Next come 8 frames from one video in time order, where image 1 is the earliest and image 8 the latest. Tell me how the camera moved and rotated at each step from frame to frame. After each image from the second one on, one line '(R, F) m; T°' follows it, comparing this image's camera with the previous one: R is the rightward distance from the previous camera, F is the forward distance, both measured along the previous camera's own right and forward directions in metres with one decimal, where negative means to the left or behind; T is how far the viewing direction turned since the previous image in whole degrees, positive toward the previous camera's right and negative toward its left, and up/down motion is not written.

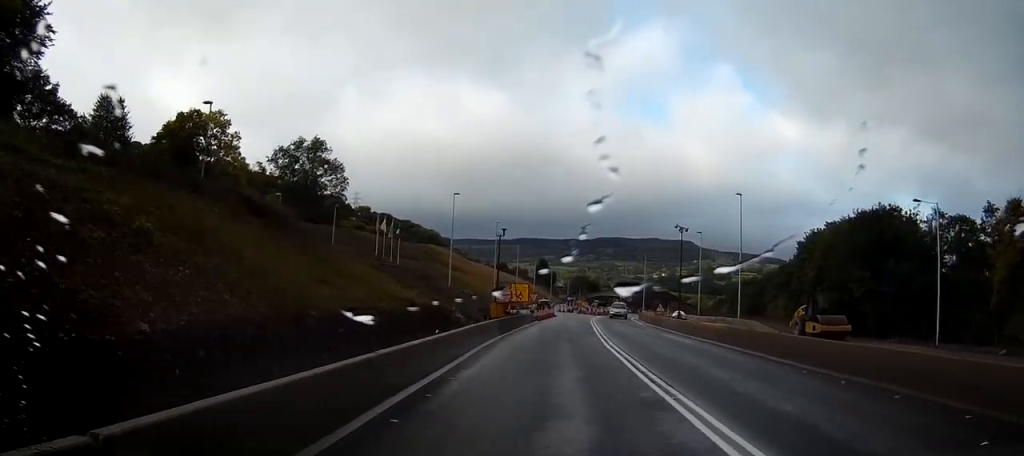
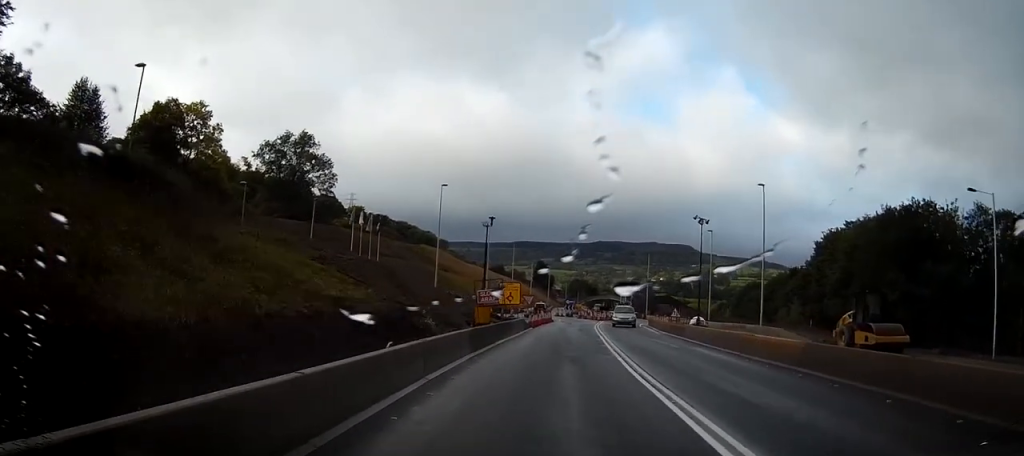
(0.0, +9.0) m; 0°
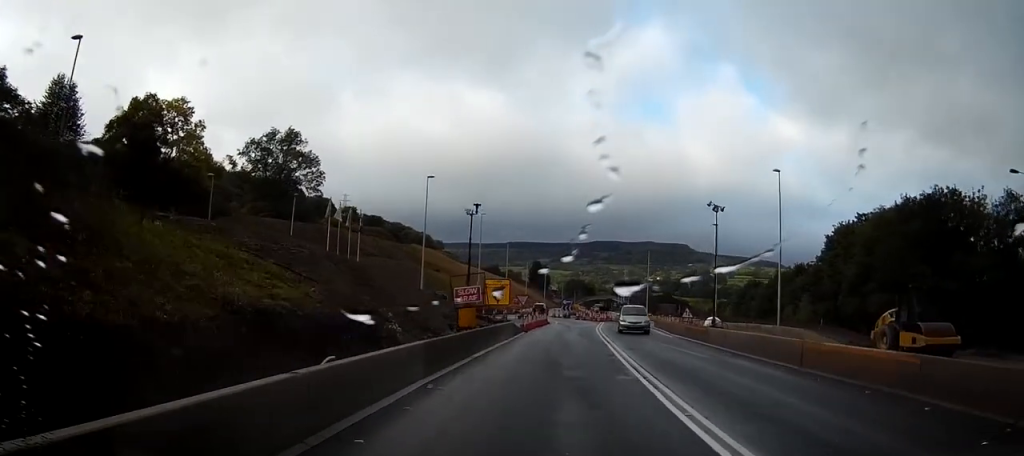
(-0.1, +6.1) m; -1°
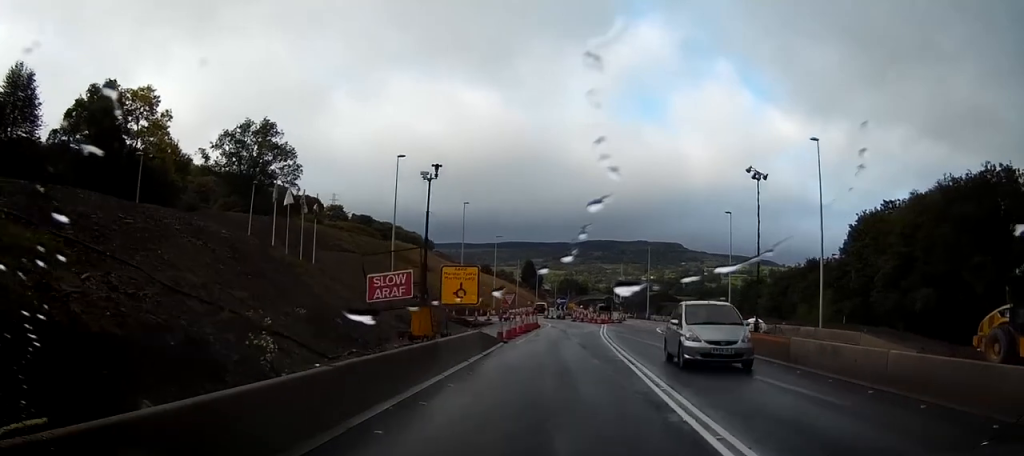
(-0.1, +11.0) m; 0°
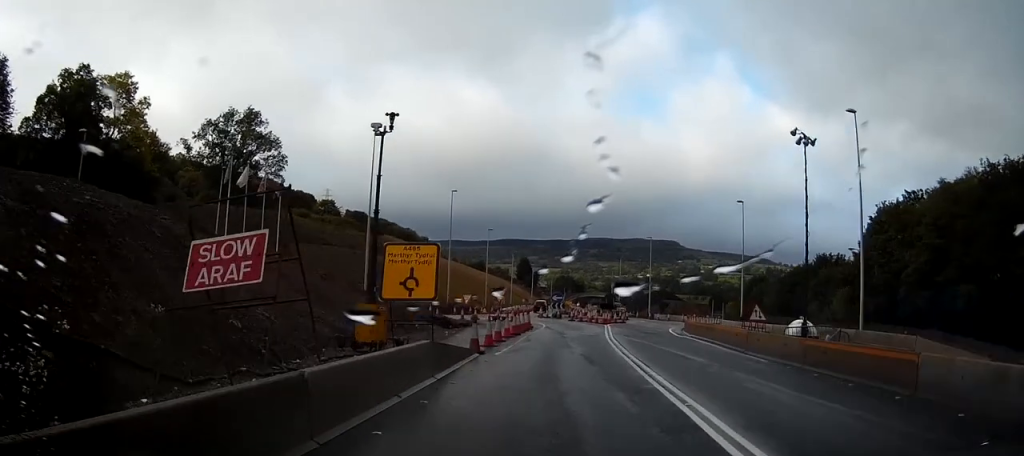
(0.0, +7.3) m; 0°
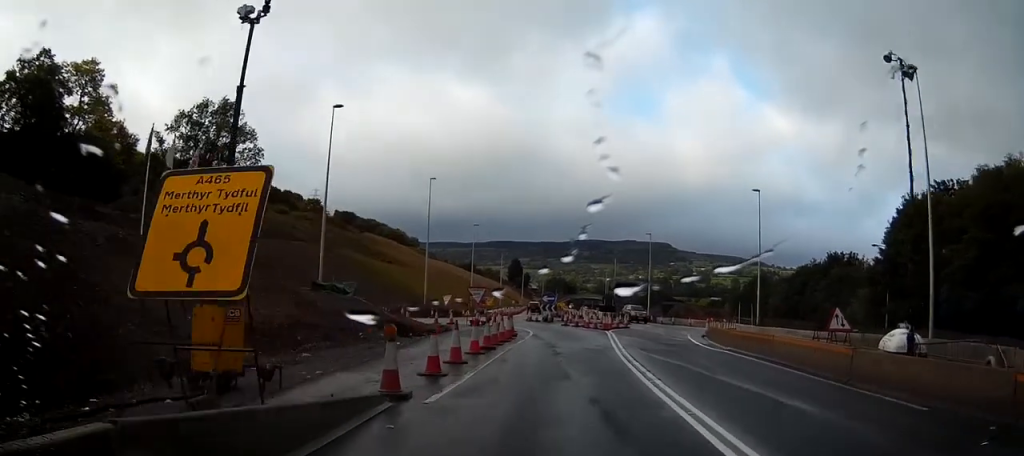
(+0.1, +9.4) m; -1°
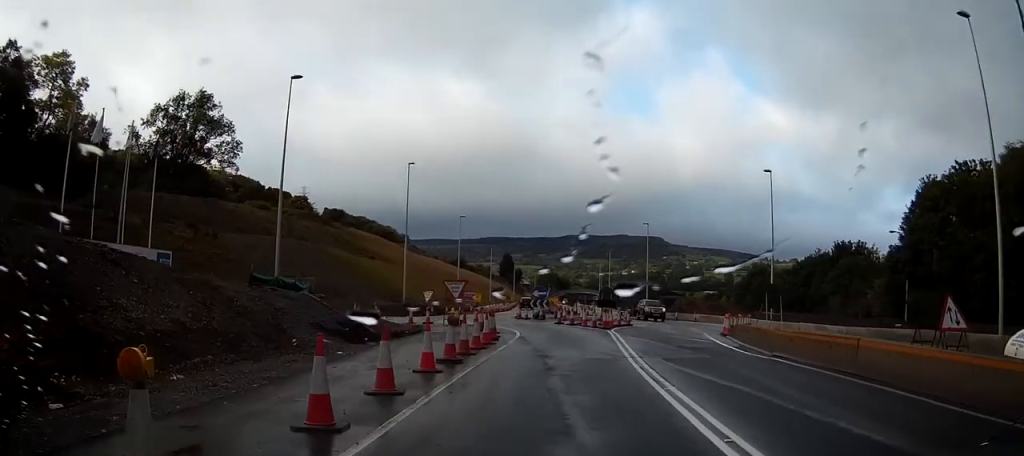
(-0.1, +6.5) m; -1°
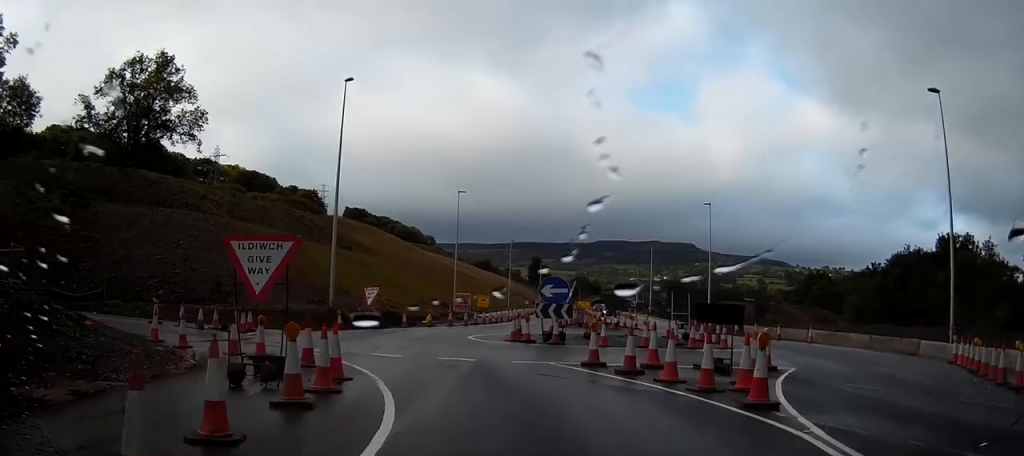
(-0.3, +27.8) m; -4°
